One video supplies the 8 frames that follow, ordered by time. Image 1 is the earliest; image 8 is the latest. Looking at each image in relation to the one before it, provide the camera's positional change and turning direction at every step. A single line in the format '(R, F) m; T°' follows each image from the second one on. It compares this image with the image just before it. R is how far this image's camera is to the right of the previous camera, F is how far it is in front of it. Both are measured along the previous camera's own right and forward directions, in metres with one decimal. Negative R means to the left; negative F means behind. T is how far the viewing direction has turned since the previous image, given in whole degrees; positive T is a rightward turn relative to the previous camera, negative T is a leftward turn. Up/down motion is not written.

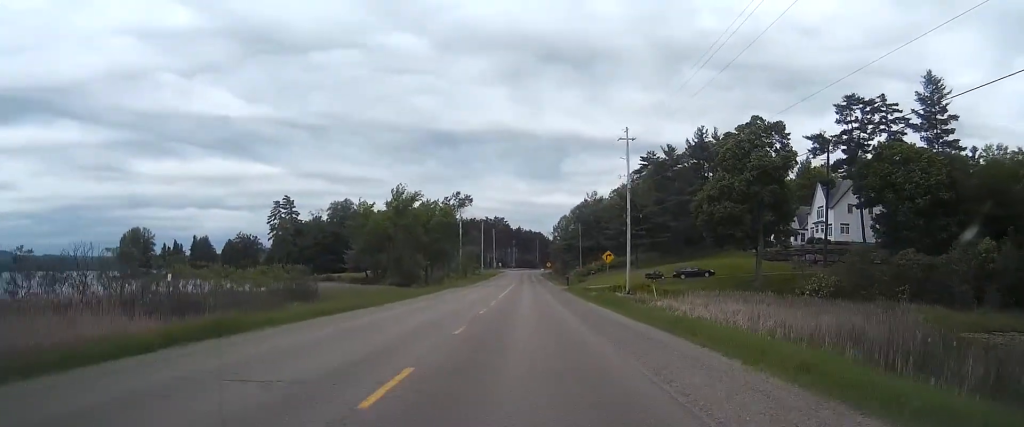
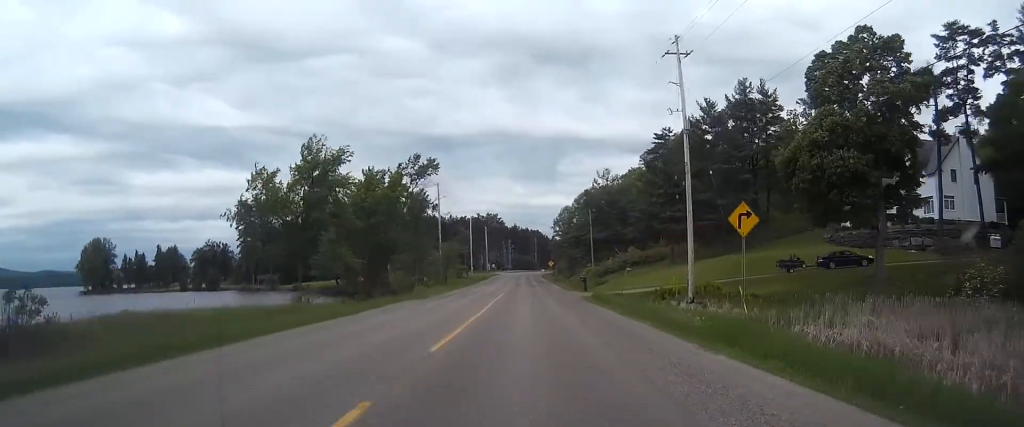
(-0.1, +29.5) m; 0°
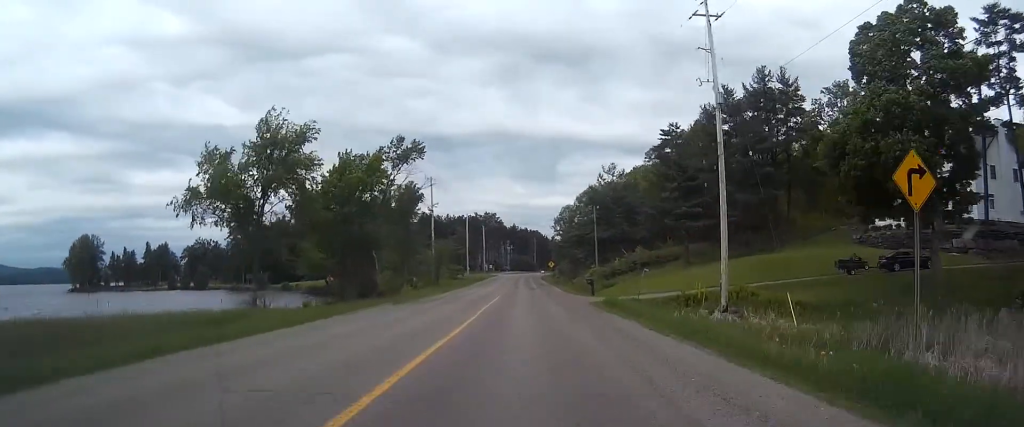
(+0.1, +8.0) m; 0°
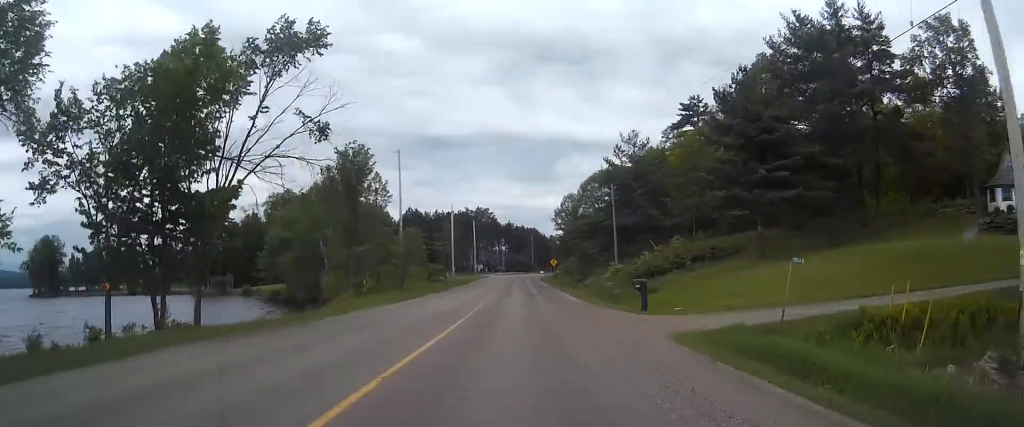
(+0.1, +24.9) m; 0°
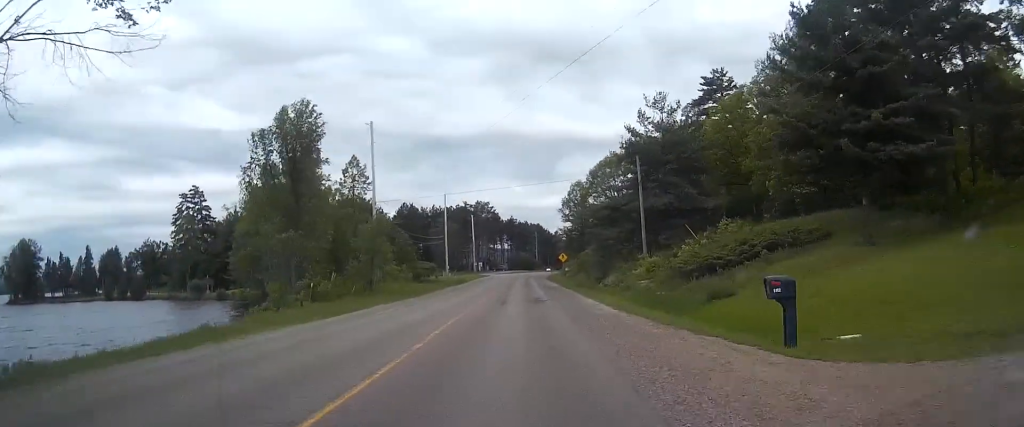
(0.0, +16.2) m; 0°
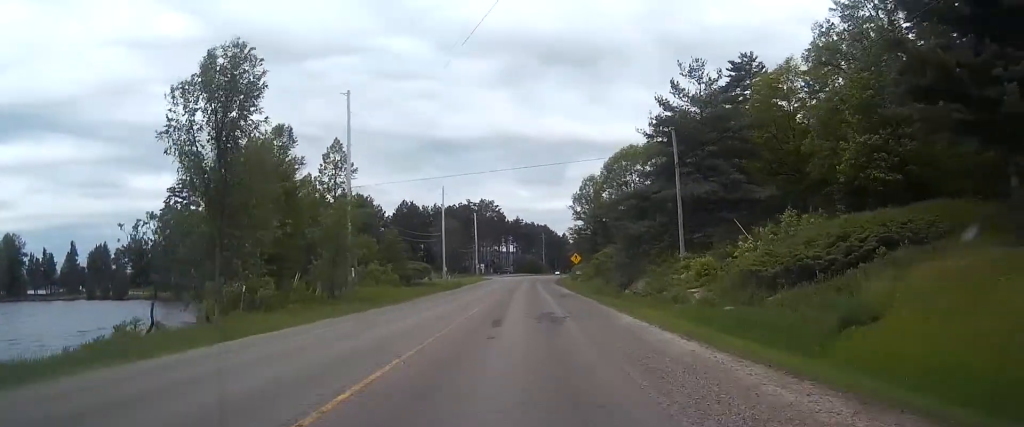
(0.0, +12.2) m; 0°
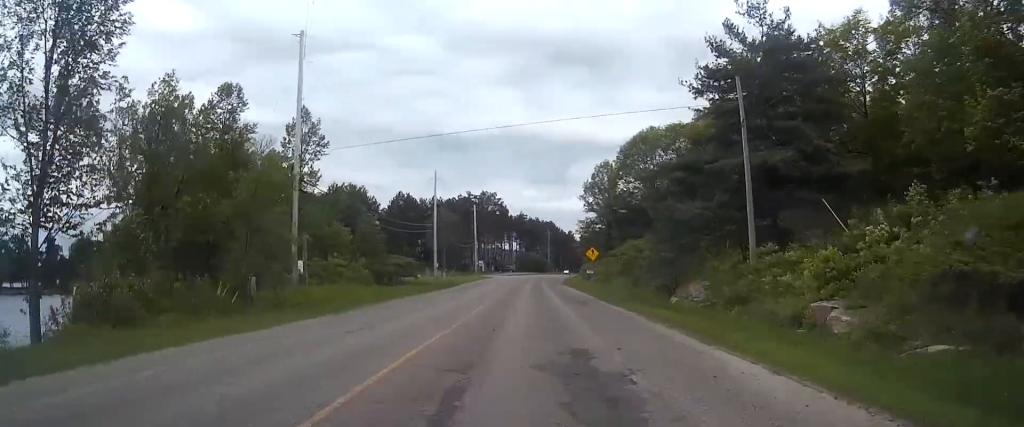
(-0.1, +14.2) m; 0°
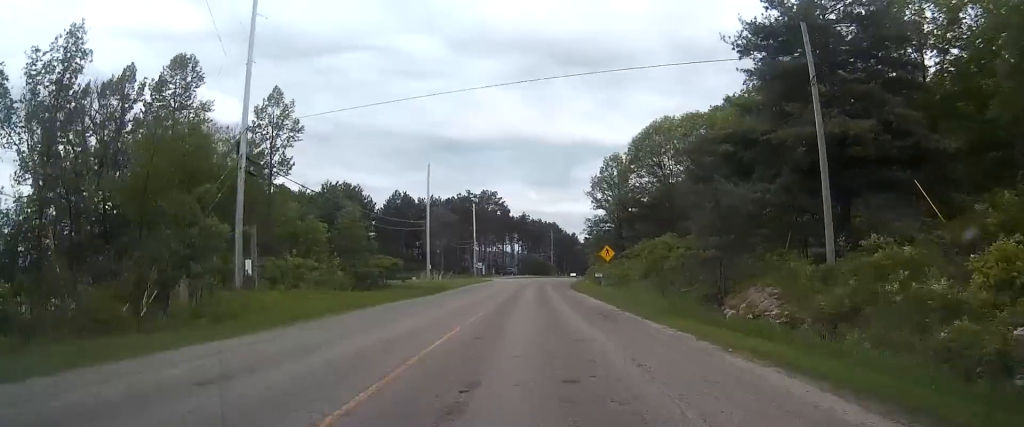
(0.0, +8.8) m; 0°
